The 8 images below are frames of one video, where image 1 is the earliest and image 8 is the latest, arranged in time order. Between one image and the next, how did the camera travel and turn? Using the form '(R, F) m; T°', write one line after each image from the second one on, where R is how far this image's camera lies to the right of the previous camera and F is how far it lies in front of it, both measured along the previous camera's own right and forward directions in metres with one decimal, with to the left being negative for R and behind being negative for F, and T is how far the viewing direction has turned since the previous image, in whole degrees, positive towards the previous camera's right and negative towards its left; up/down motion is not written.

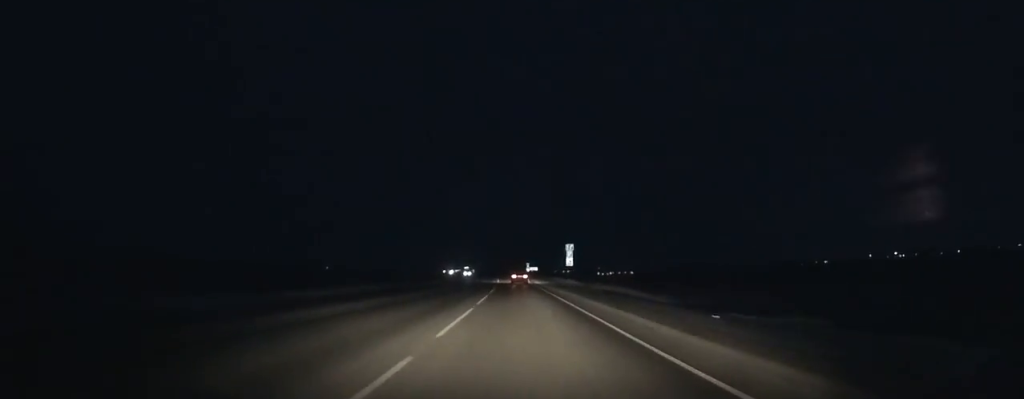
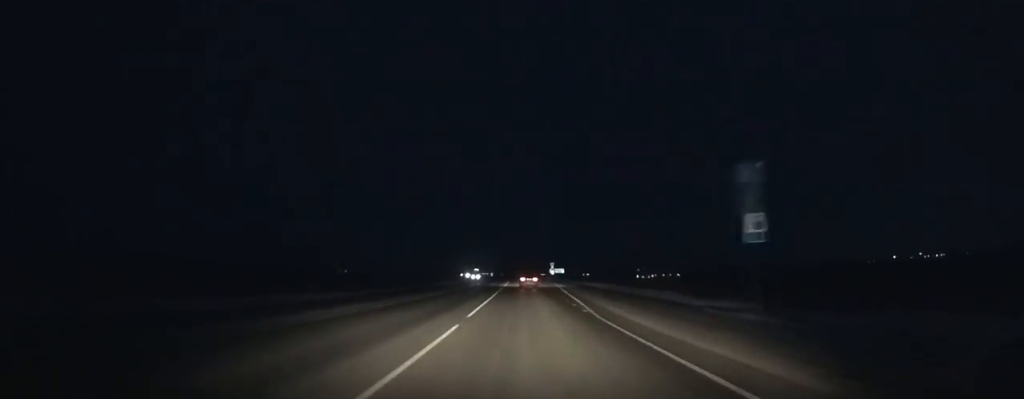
(-0.7, +54.8) m; -1°
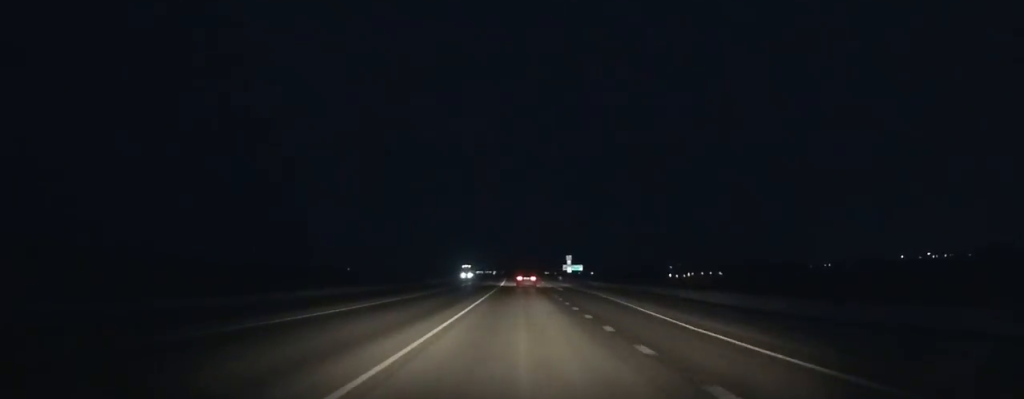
(-0.2, +45.6) m; -1°
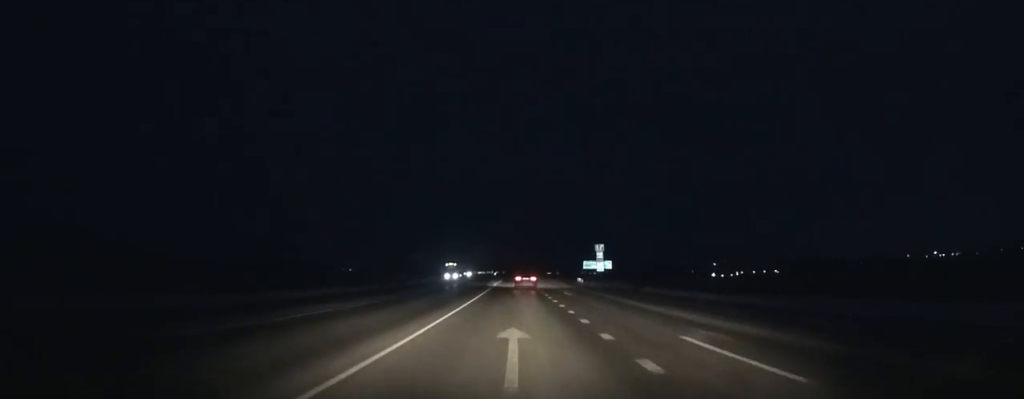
(+0.1, +40.9) m; 0°
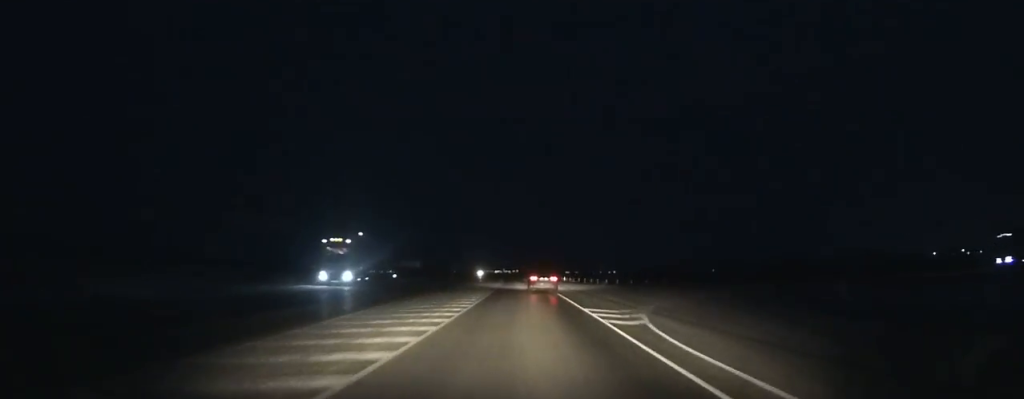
(-1.4, +88.4) m; -2°
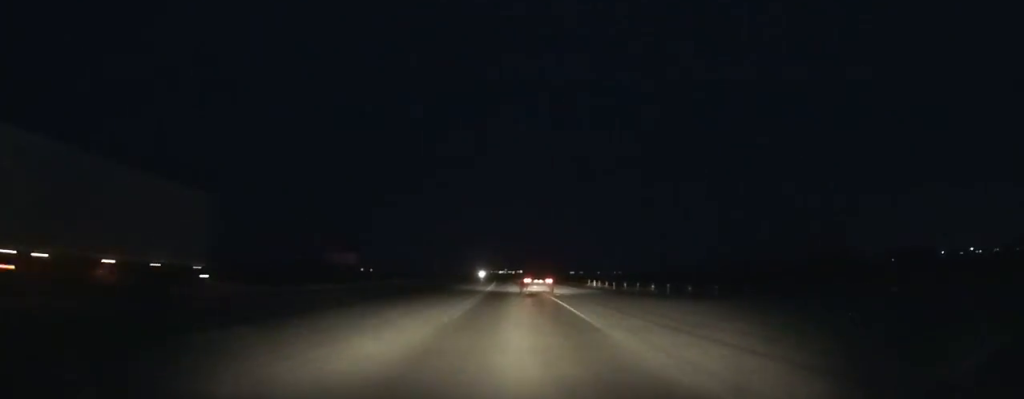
(-0.1, +36.5) m; -1°
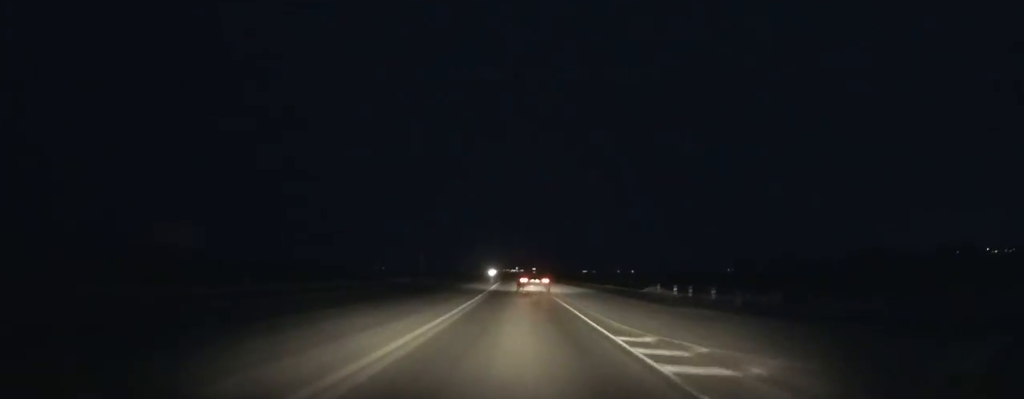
(-0.3, +30.3) m; -1°
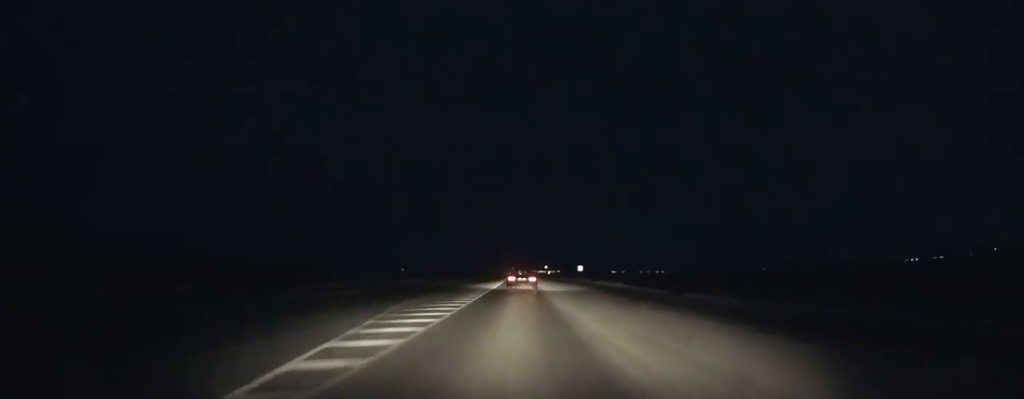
(-1.6, +88.0) m; -2°
